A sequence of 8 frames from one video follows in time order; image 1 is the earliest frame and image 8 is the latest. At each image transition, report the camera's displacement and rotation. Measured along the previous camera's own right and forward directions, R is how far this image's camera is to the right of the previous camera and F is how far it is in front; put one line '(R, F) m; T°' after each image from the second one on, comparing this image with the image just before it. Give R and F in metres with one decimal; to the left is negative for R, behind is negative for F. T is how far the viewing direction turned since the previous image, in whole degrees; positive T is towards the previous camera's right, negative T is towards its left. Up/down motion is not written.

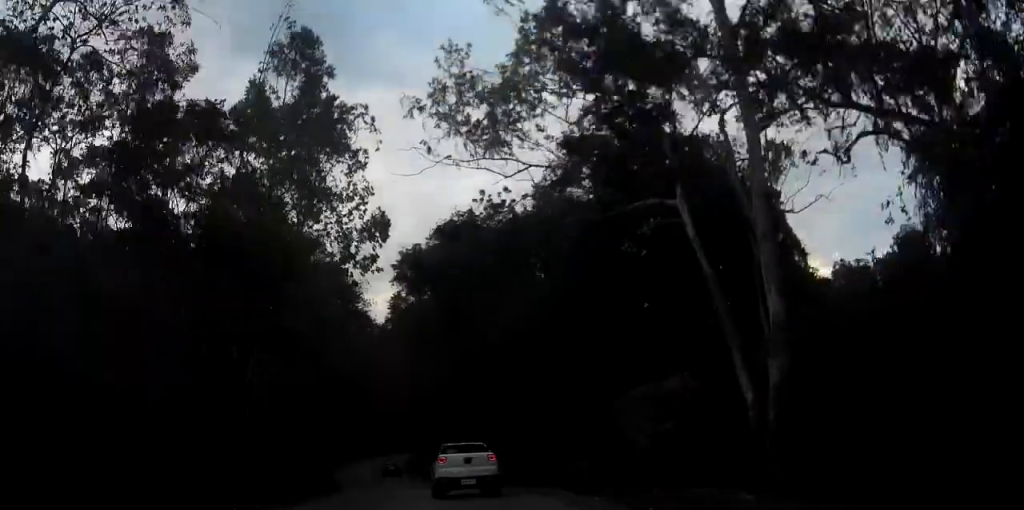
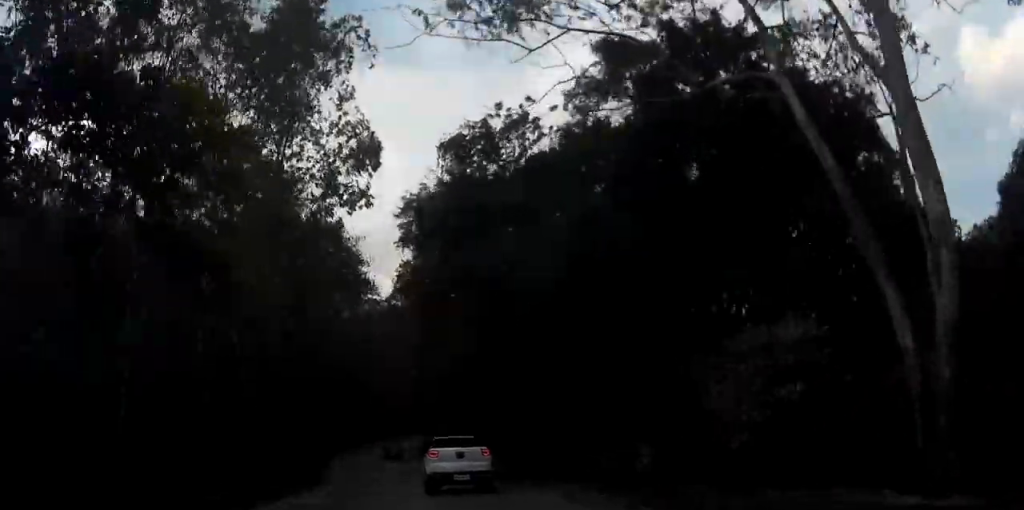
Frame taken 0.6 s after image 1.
(0.0, +7.7) m; -1°
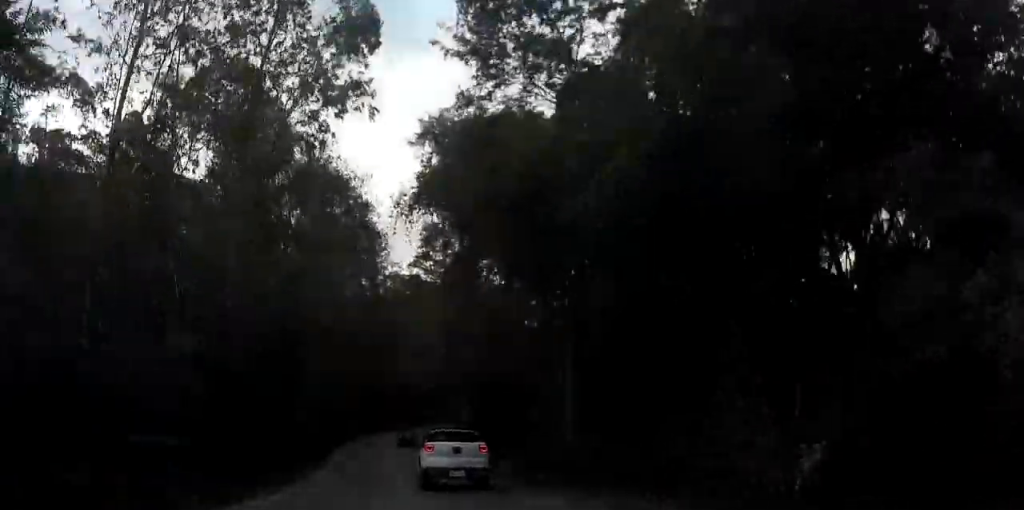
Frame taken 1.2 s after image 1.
(0.0, +8.0) m; -1°
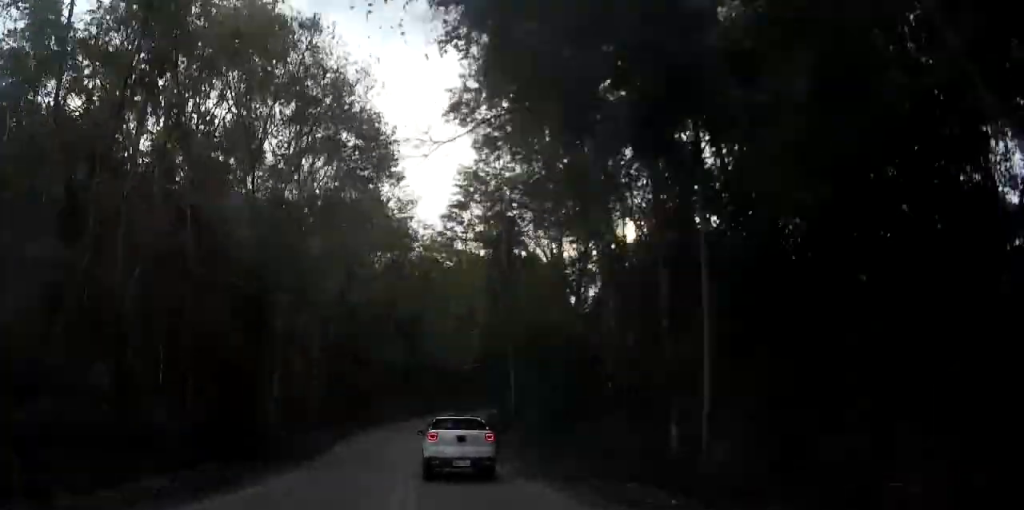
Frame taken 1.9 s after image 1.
(-0.3, +9.9) m; -1°
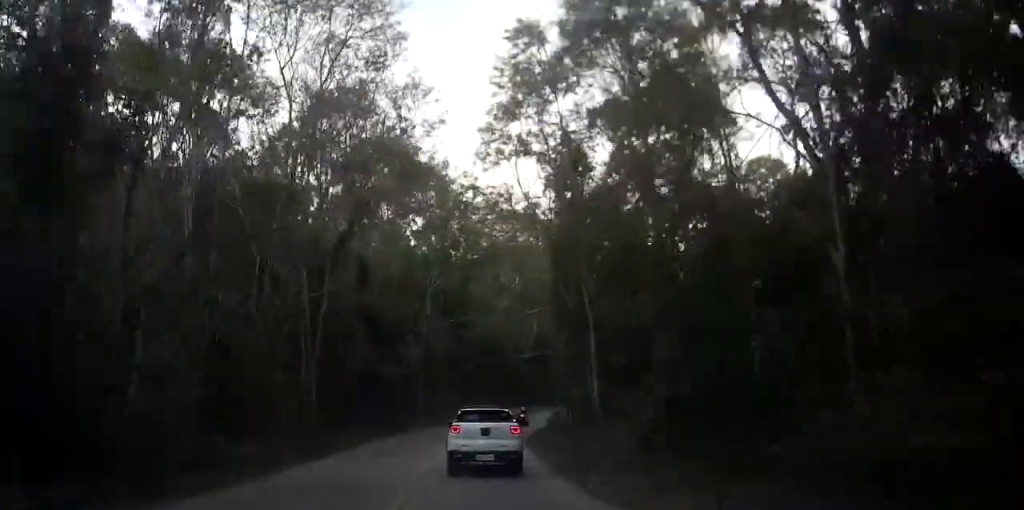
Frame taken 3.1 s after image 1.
(-0.1, +14.6) m; -5°
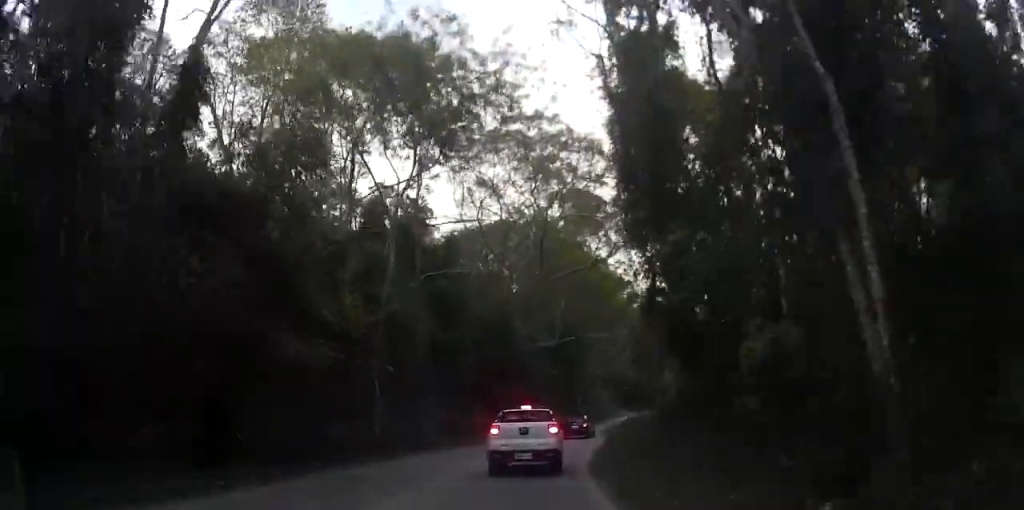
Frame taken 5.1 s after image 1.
(-1.8, +23.6) m; -1°
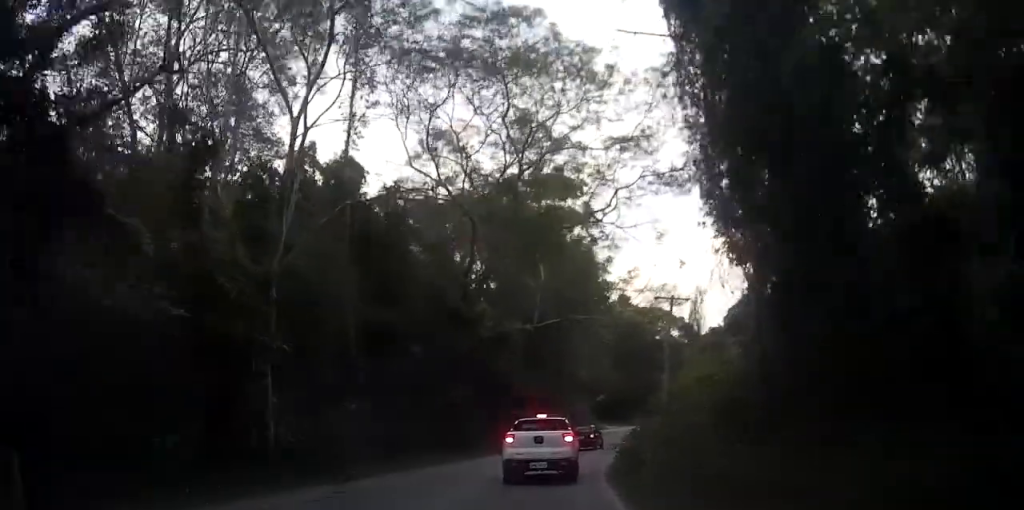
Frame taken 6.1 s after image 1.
(+0.5, +11.6) m; +3°
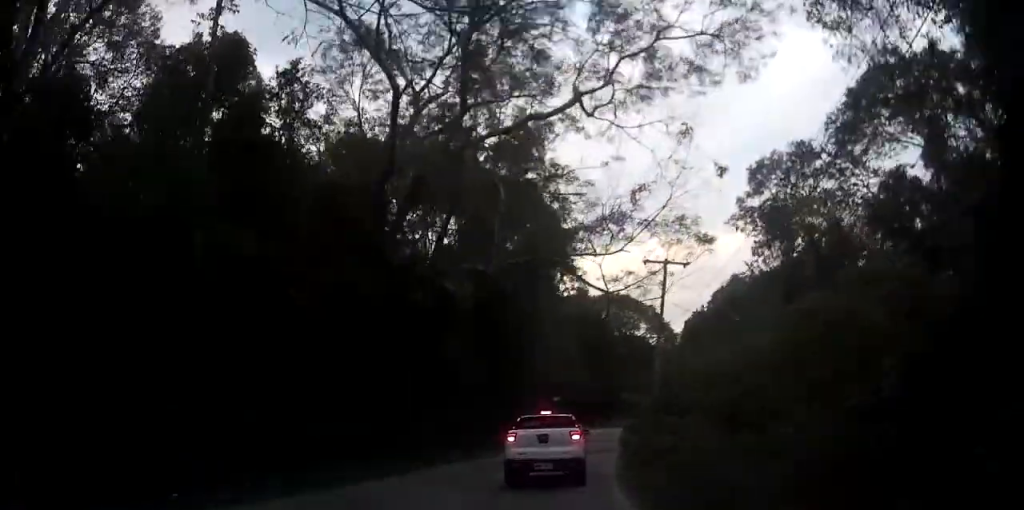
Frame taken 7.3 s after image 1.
(+0.3, +11.1) m; +5°
